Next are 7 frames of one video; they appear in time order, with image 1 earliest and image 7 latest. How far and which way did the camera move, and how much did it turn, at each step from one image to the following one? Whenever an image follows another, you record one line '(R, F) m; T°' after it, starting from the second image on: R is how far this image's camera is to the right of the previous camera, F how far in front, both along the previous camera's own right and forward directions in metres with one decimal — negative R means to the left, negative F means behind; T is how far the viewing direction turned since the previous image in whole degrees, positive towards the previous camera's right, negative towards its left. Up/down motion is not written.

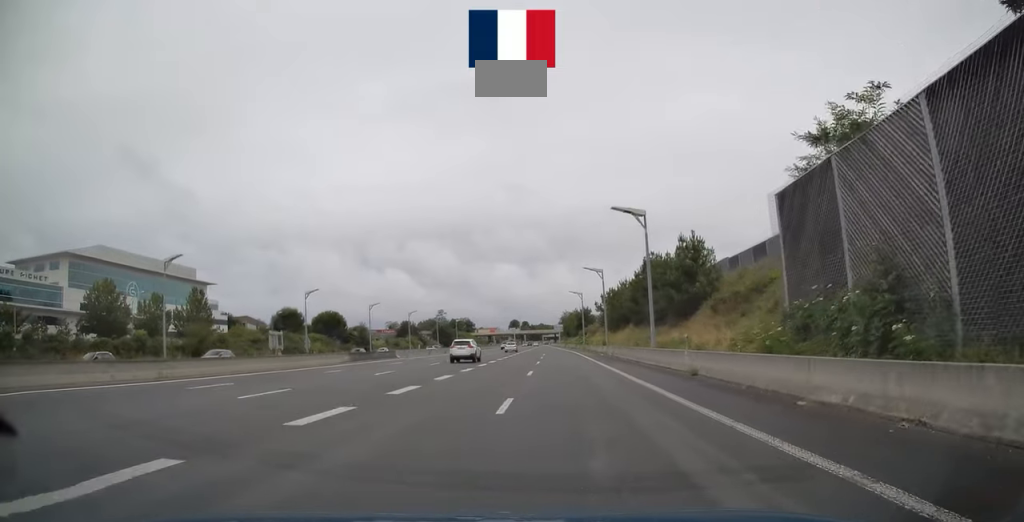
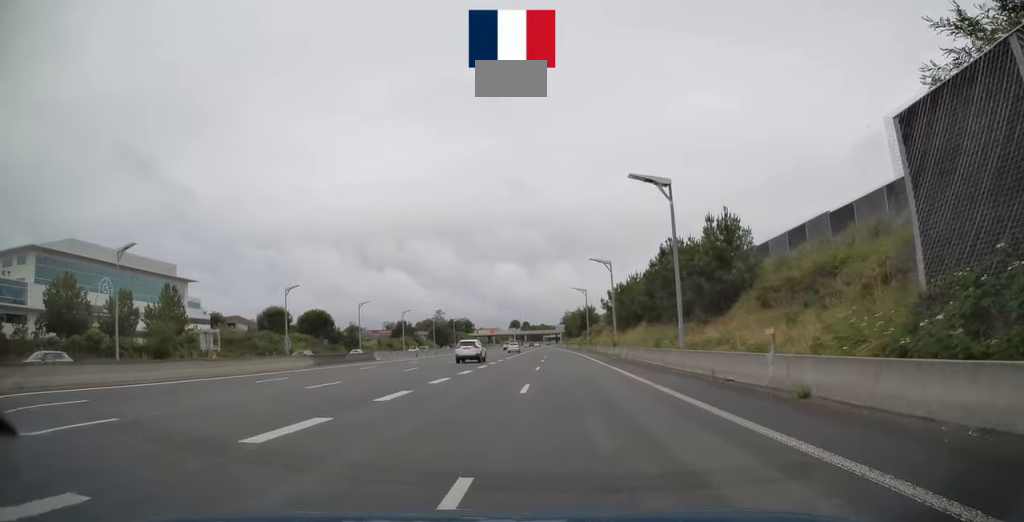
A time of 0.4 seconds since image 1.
(+0.1, +8.2) m; 0°
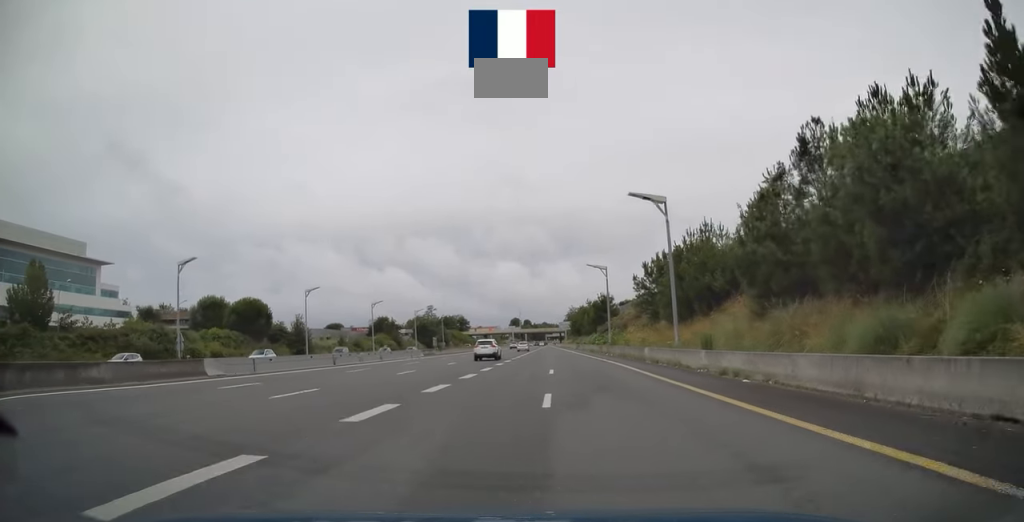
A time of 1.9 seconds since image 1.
(-0.3, +29.4) m; 0°
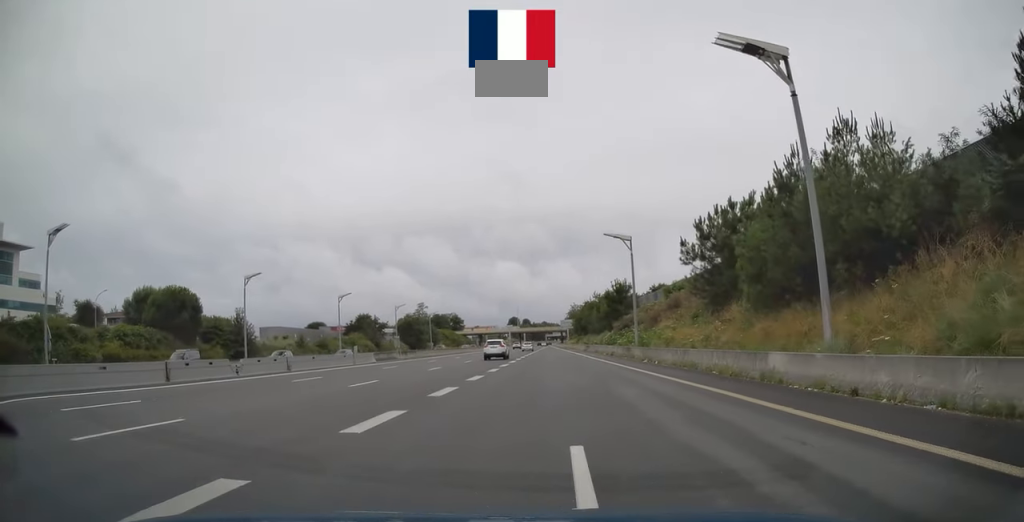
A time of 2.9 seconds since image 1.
(+0.3, +20.6) m; +1°
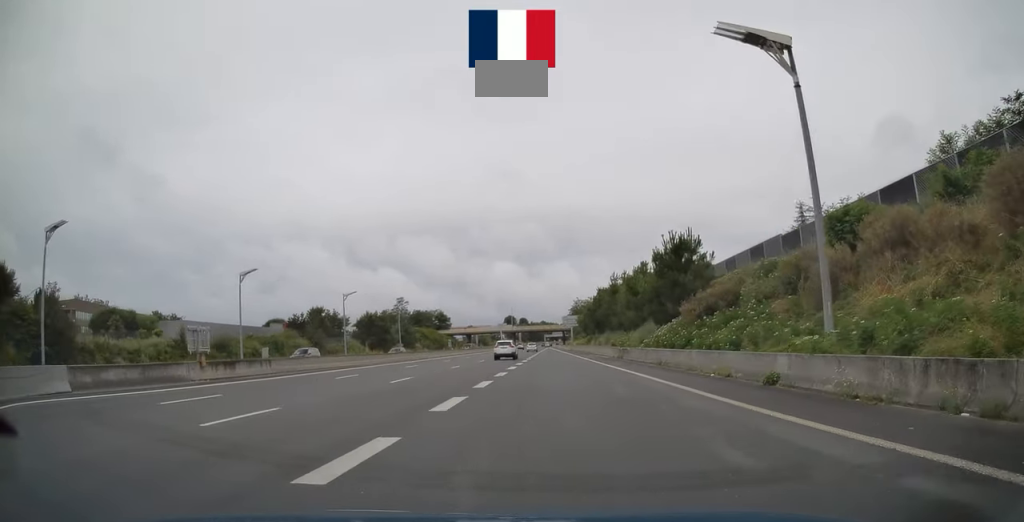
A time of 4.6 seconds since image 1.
(-0.7, +35.5) m; -2°
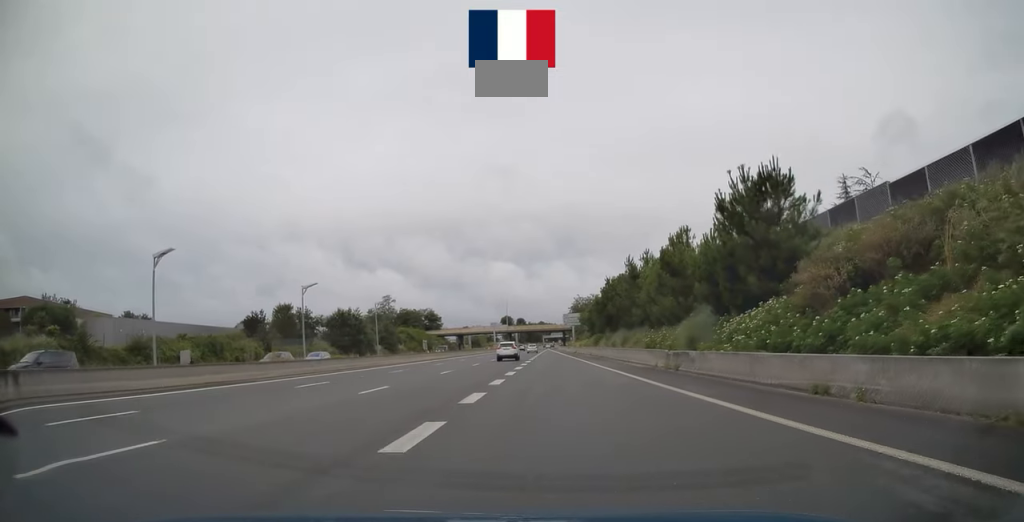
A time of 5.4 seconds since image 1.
(0.0, +17.3) m; +1°
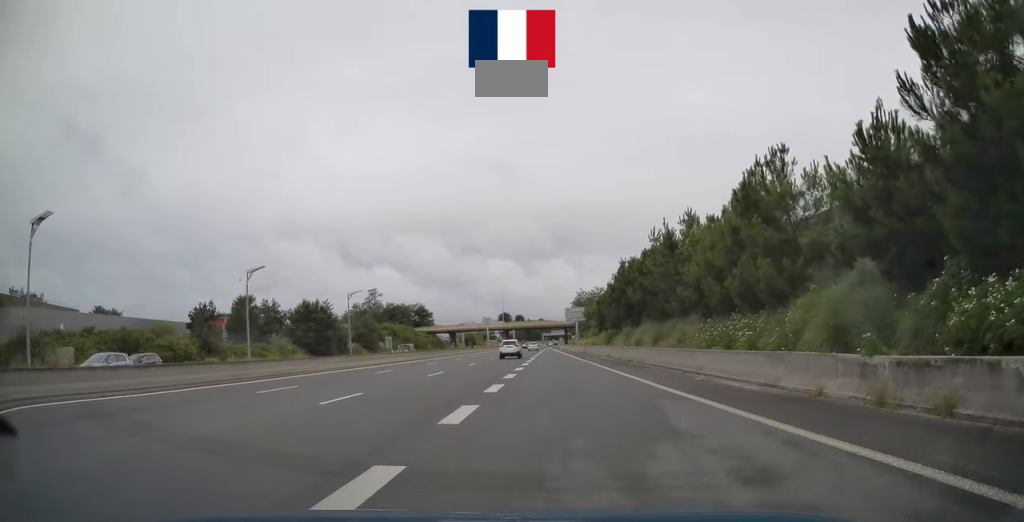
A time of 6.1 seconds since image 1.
(+0.3, +16.8) m; 0°
